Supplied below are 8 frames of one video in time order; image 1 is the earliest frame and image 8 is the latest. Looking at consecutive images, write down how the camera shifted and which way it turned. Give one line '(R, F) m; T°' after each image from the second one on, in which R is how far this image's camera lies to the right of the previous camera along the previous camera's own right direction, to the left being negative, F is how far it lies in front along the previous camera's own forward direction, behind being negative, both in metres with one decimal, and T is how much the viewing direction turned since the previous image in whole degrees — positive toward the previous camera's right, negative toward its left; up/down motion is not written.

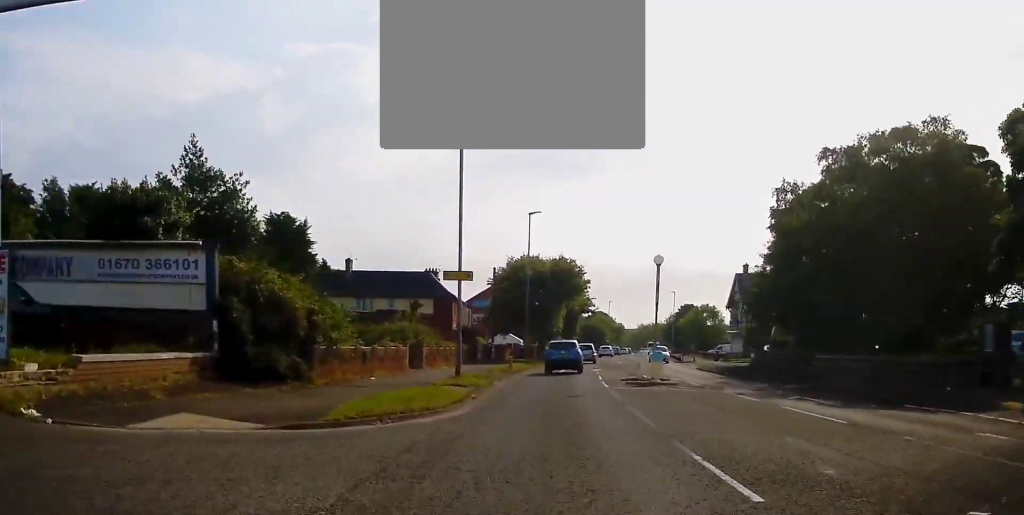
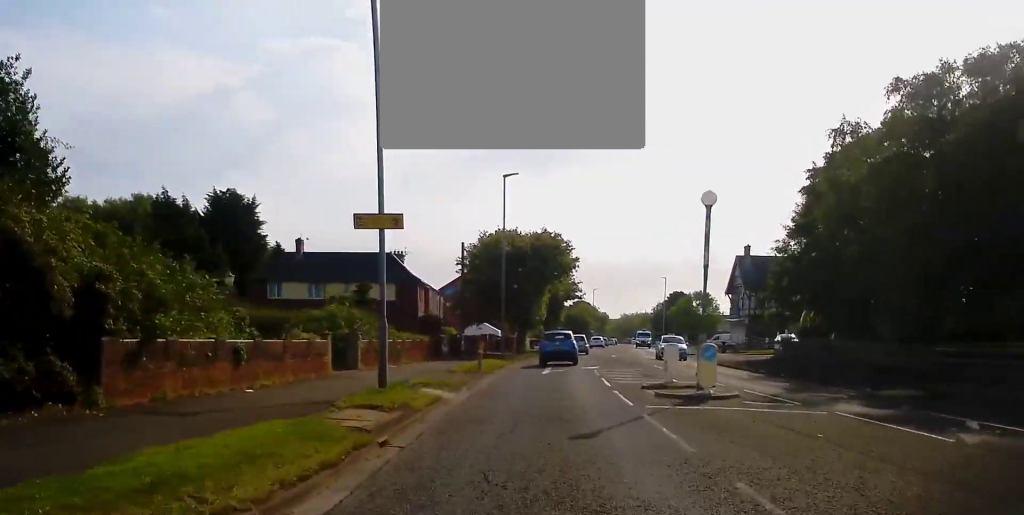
(+0.5, +9.7) m; +2°
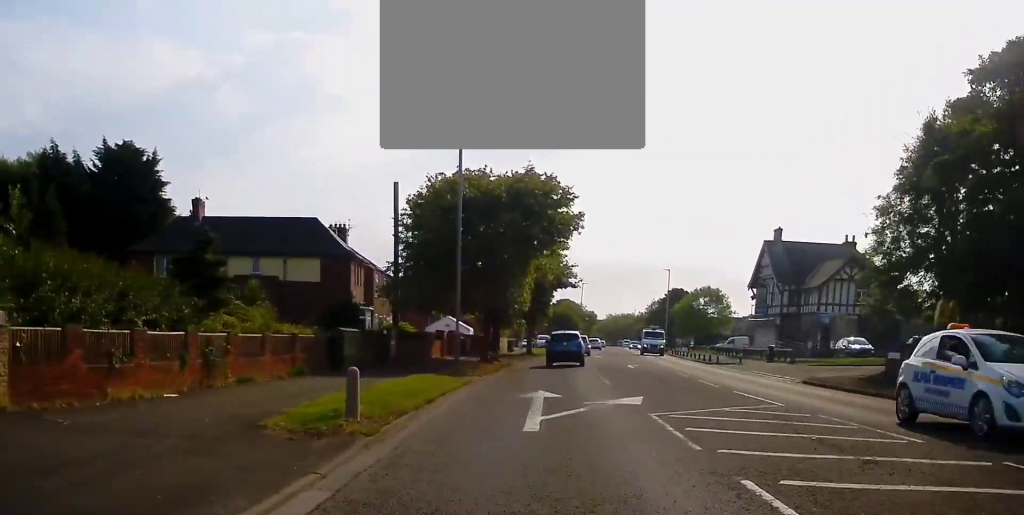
(0.0, +17.9) m; +1°
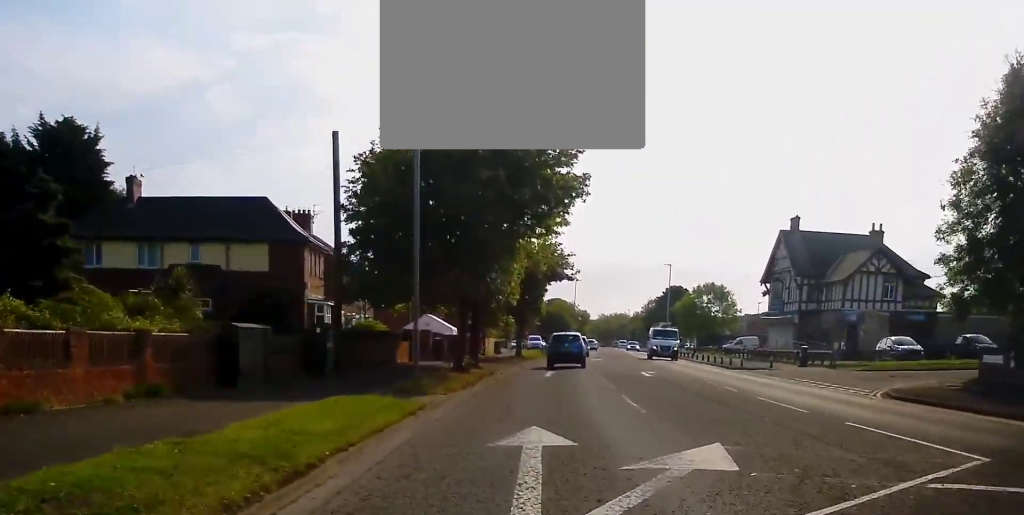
(+0.3, +7.6) m; +1°
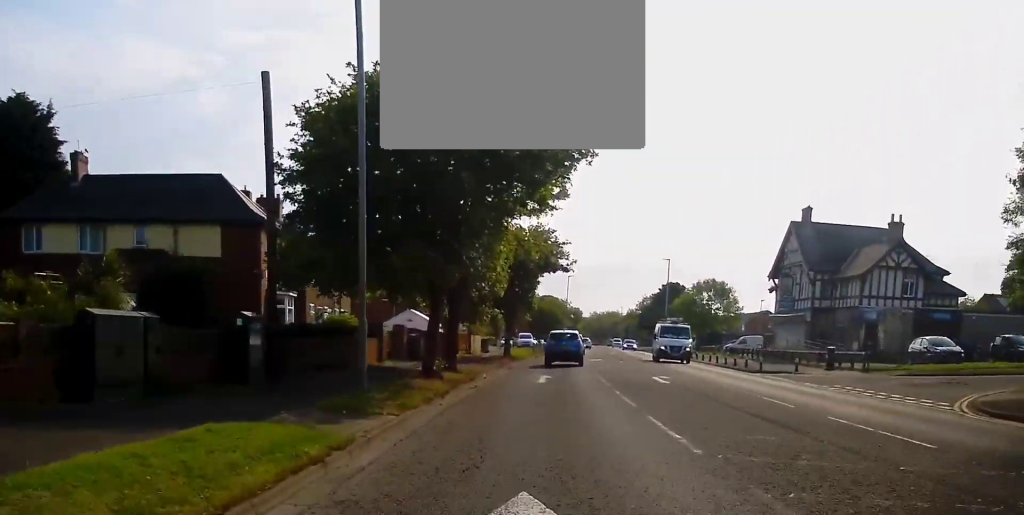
(+0.2, +5.0) m; 0°
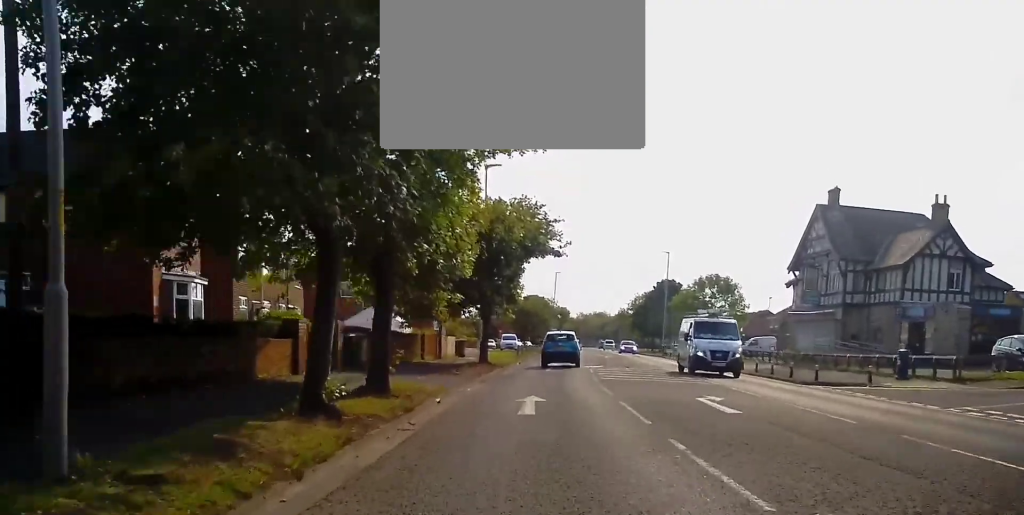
(-0.2, +8.8) m; -1°
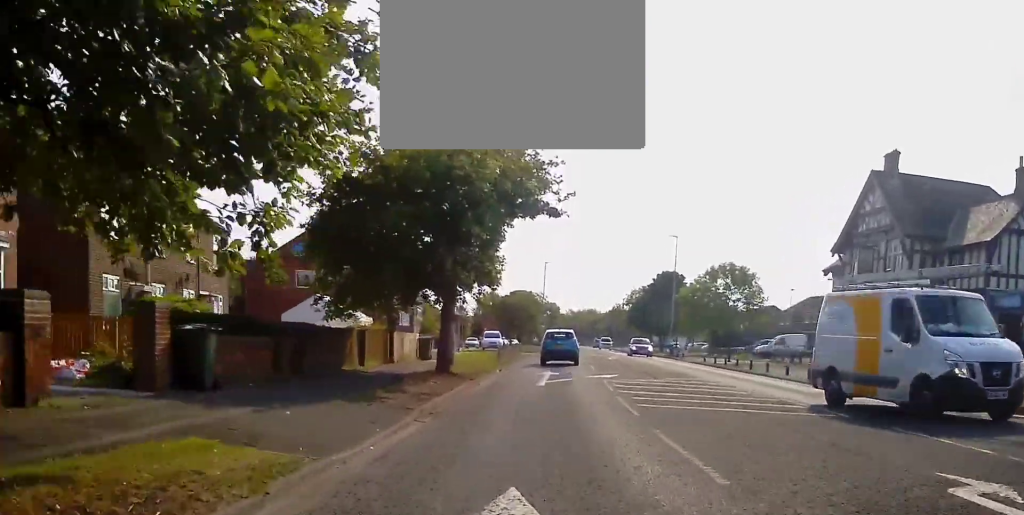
(-0.1, +11.1) m; +1°
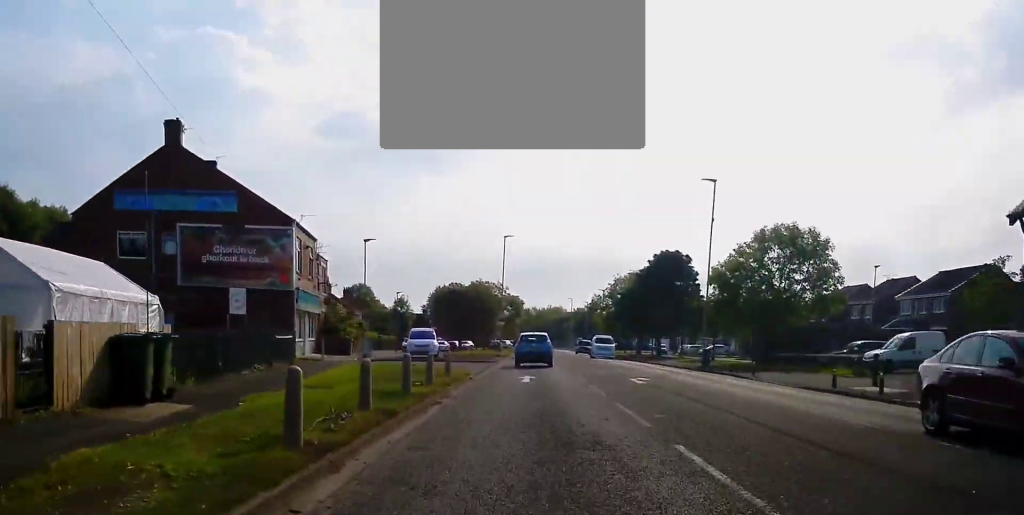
(+1.3, +26.3) m; +5°
